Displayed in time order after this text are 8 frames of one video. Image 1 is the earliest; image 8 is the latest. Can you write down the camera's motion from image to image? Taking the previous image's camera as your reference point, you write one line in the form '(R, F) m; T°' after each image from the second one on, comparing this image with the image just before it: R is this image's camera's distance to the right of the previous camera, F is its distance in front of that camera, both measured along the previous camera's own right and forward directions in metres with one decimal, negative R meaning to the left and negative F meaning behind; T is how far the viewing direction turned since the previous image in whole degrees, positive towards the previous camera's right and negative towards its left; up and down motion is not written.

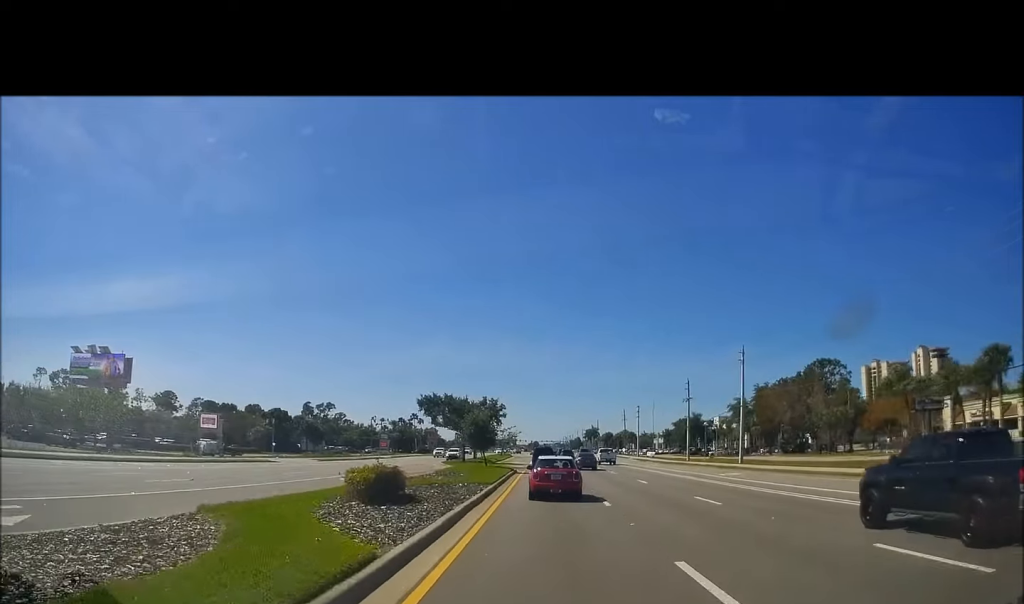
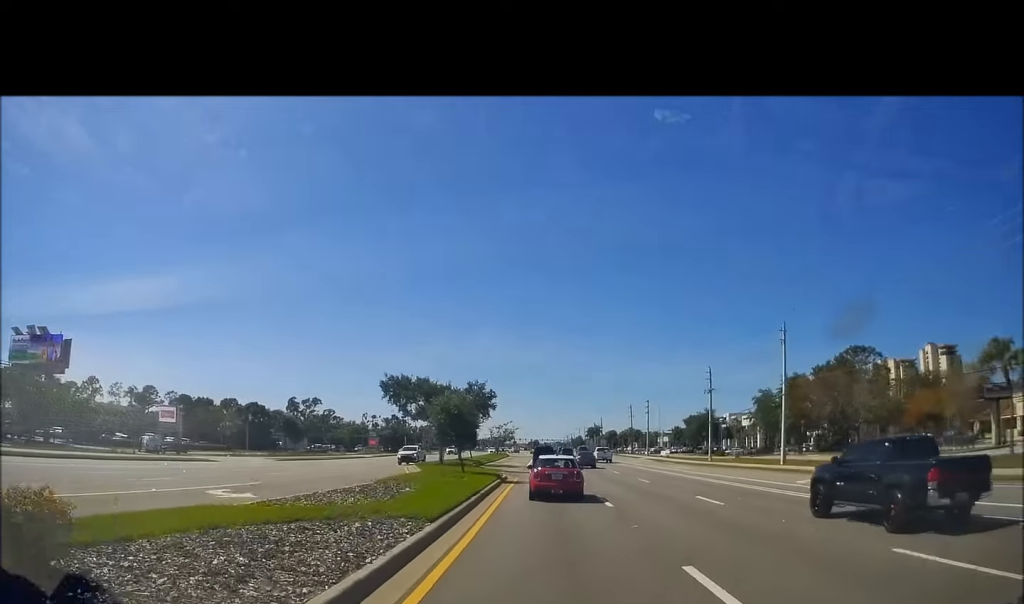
(0.0, +10.0) m; 0°
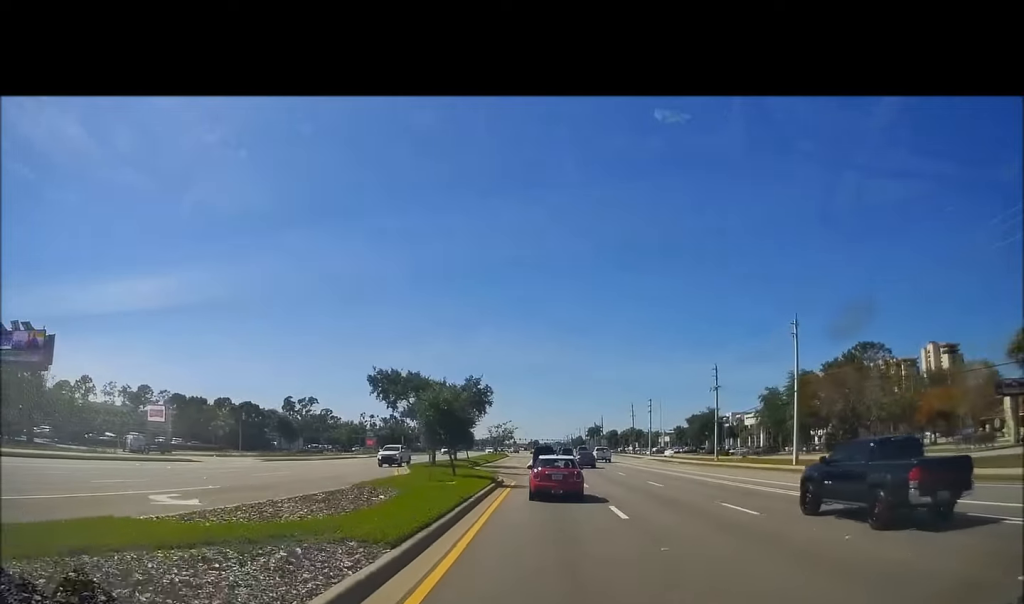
(0.0, +16.8) m; 0°
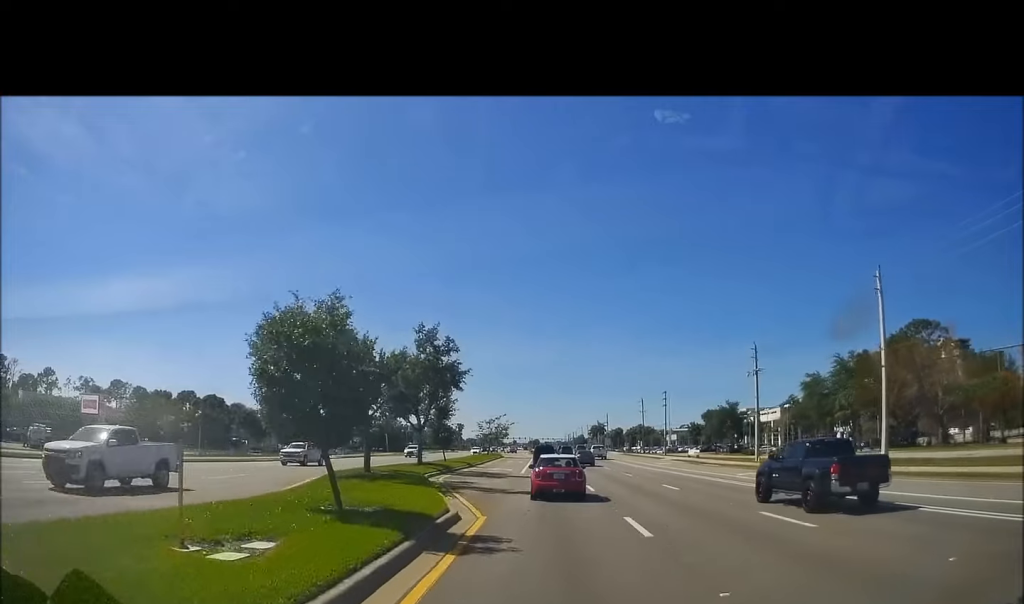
(0.0, +13.7) m; 0°
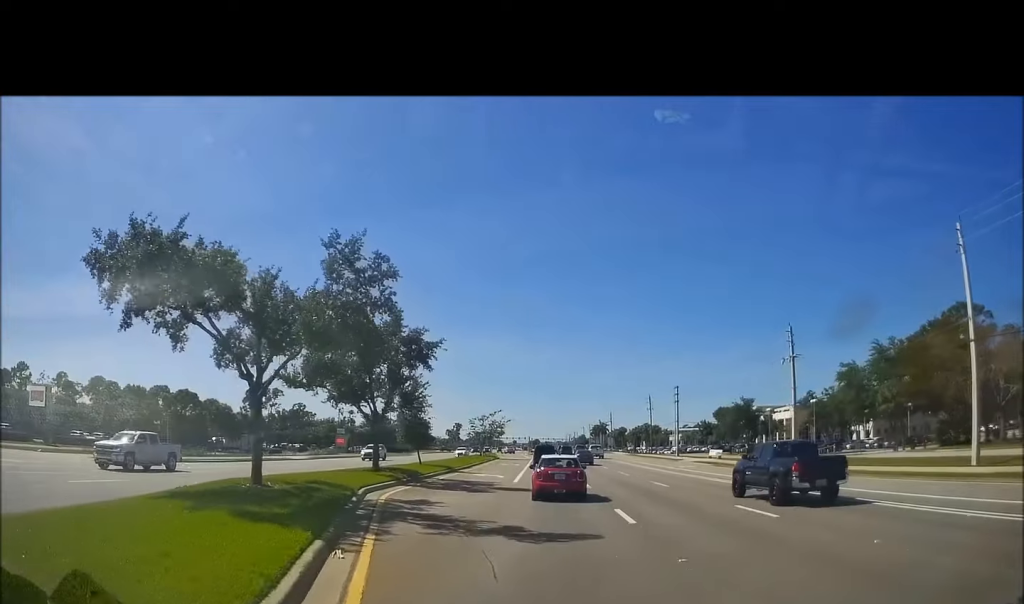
(0.0, +9.3) m; 0°
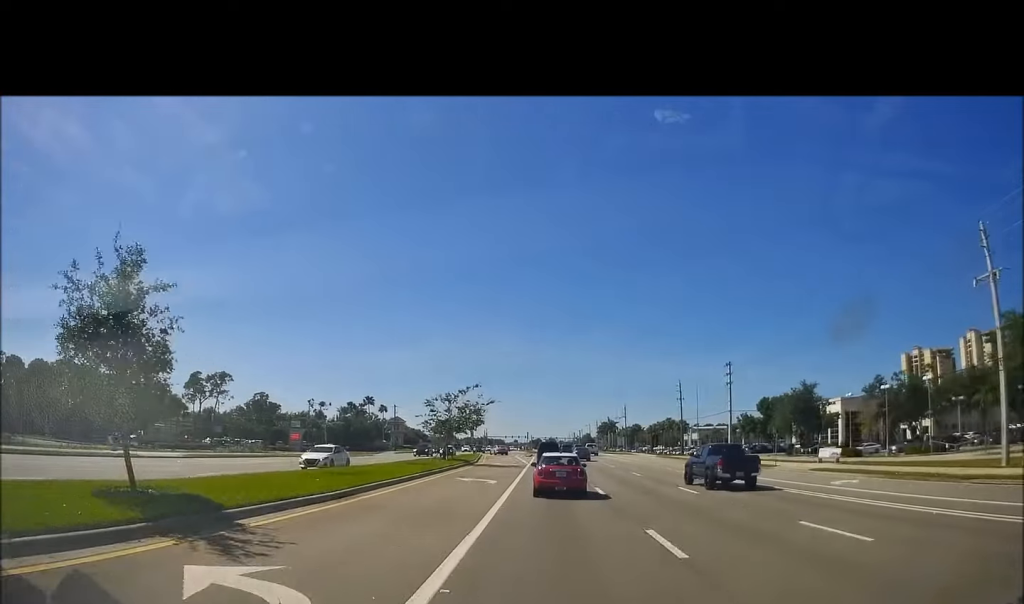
(0.0, +27.6) m; 0°
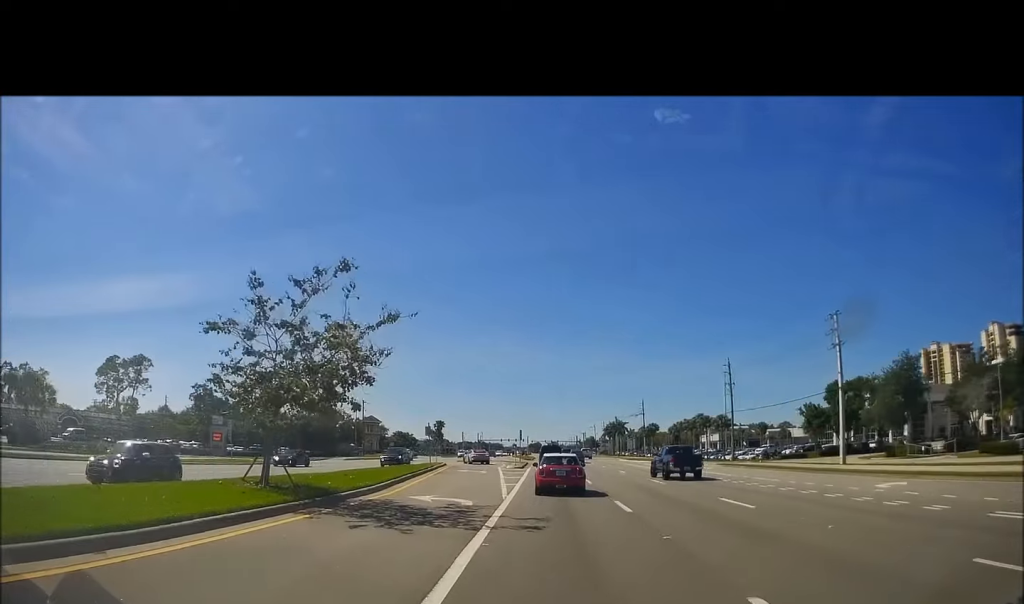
(0.0, +30.0) m; 0°
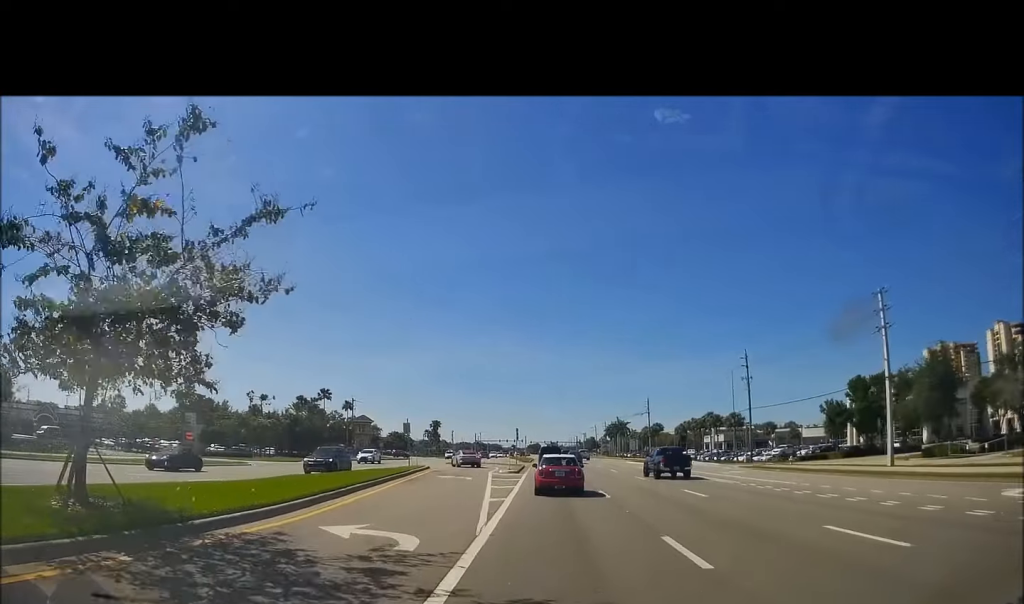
(0.0, +7.5) m; 0°
